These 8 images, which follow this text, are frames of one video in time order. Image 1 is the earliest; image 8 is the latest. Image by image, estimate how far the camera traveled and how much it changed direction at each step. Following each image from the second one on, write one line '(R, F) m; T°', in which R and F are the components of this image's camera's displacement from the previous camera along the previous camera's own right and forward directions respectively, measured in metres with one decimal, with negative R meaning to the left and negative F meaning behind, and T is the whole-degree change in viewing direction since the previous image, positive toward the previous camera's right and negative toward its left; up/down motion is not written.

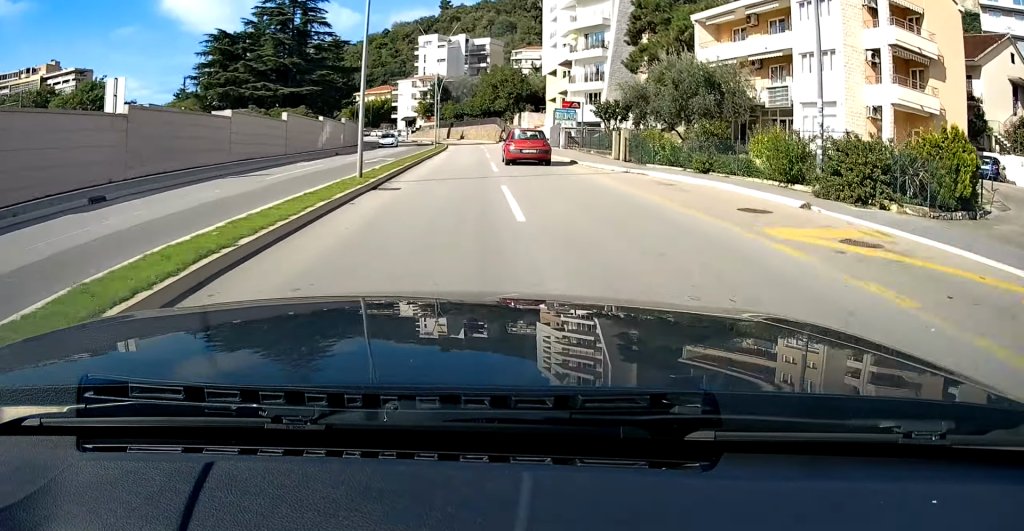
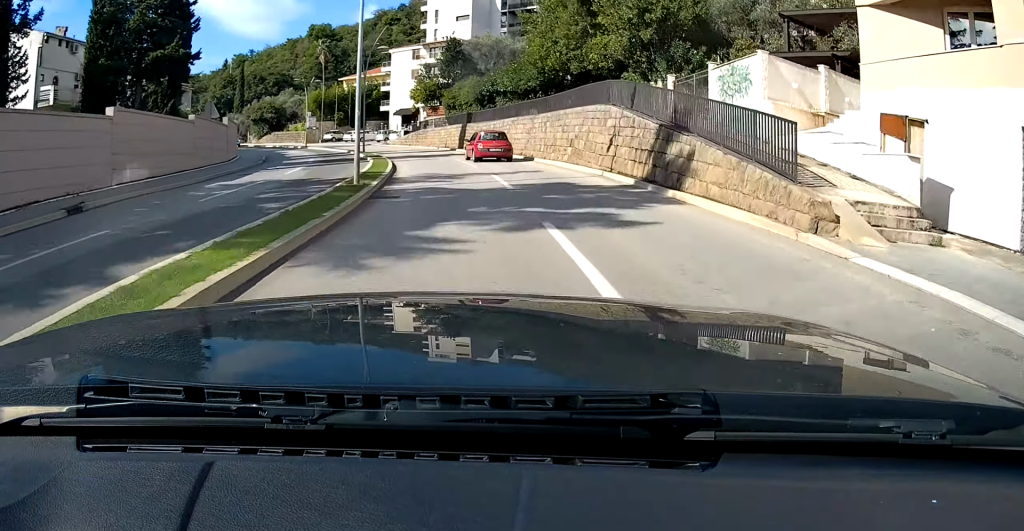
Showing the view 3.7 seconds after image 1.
(-2.1, +60.4) m; -13°
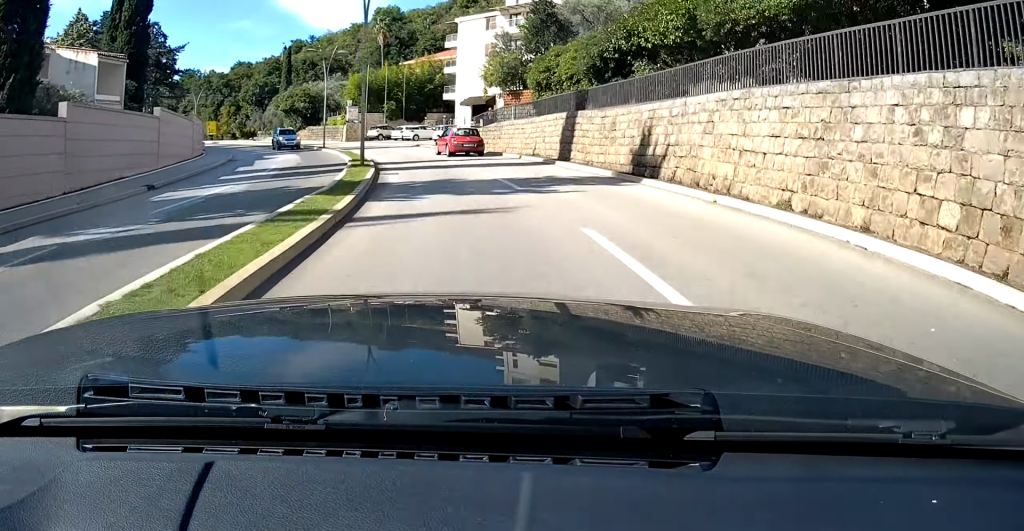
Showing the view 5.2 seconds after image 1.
(-1.9, +24.2) m; -14°
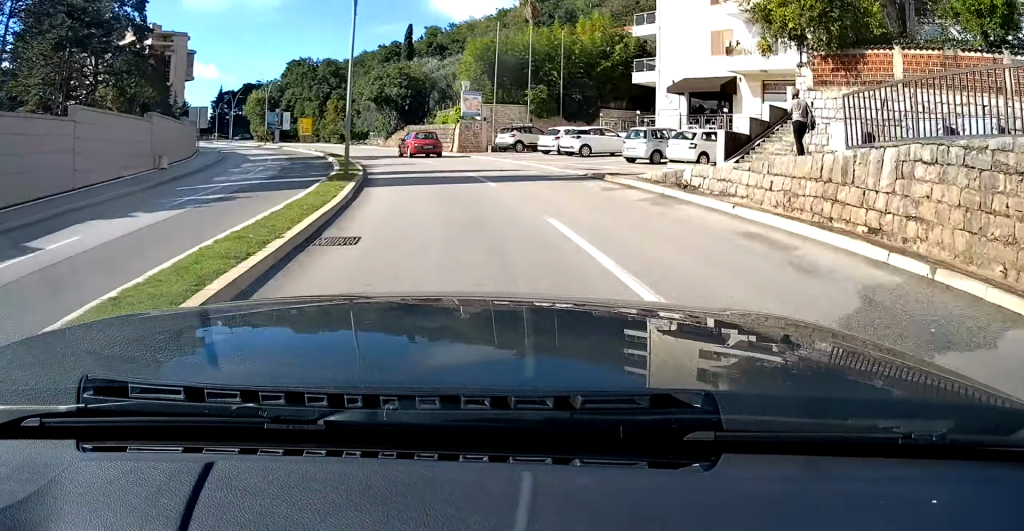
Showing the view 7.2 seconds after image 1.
(-7.3, +32.6) m; -13°
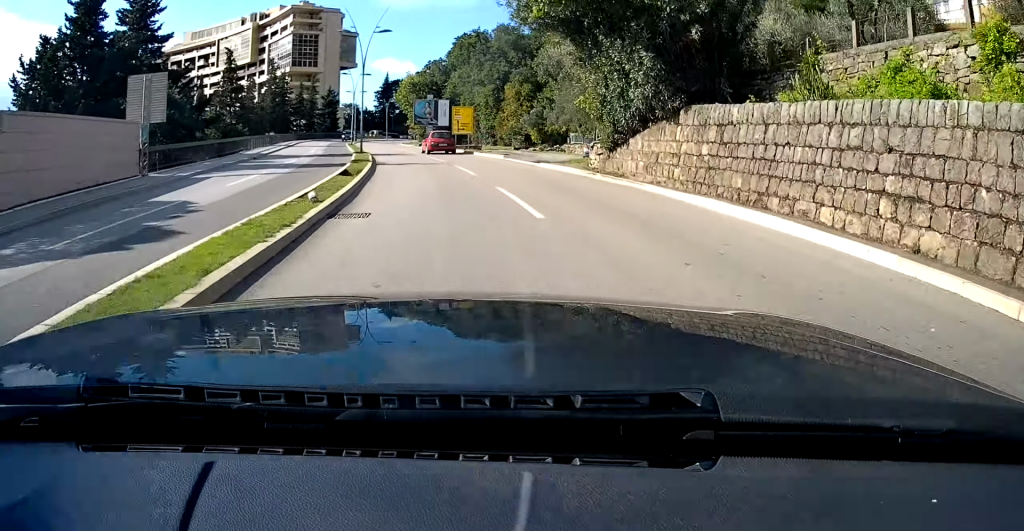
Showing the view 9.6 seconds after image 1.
(0.0, +42.0) m; 0°
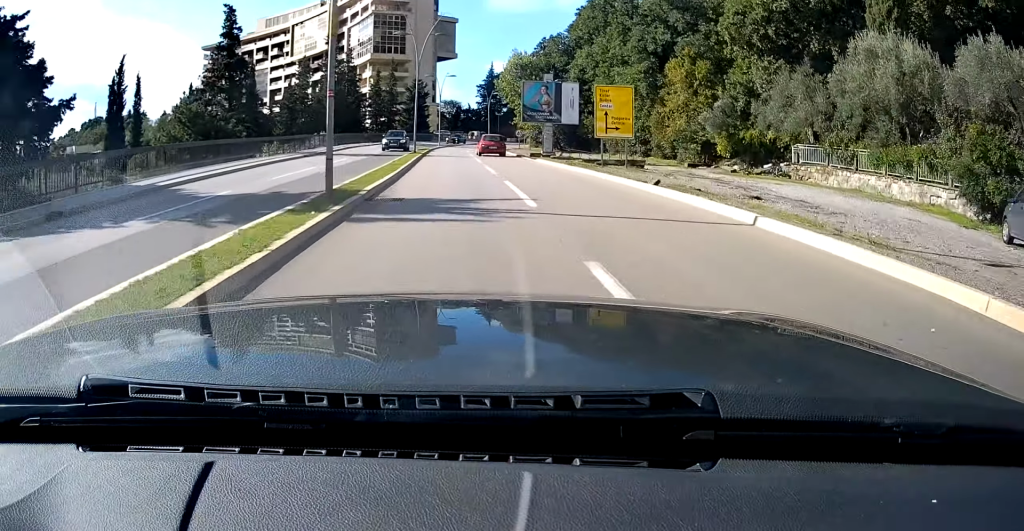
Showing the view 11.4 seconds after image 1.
(0.0, +31.9) m; 0°
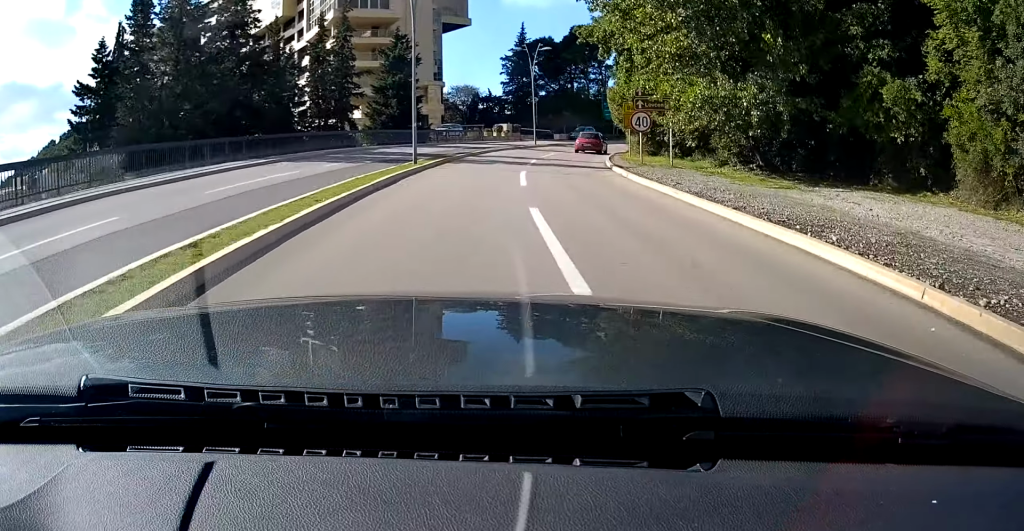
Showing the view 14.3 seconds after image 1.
(0.0, +52.9) m; +11°
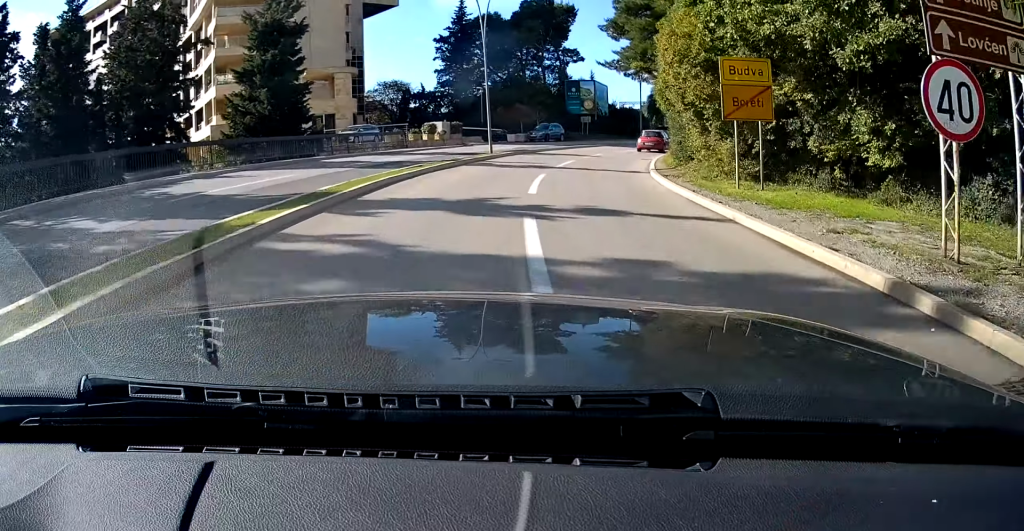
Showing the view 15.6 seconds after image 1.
(+3.4, +22.7) m; +11°
